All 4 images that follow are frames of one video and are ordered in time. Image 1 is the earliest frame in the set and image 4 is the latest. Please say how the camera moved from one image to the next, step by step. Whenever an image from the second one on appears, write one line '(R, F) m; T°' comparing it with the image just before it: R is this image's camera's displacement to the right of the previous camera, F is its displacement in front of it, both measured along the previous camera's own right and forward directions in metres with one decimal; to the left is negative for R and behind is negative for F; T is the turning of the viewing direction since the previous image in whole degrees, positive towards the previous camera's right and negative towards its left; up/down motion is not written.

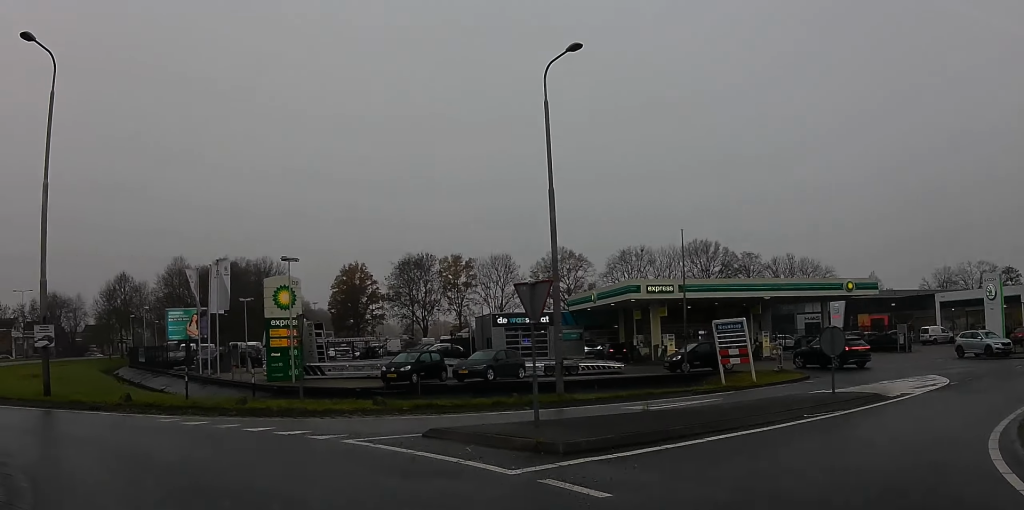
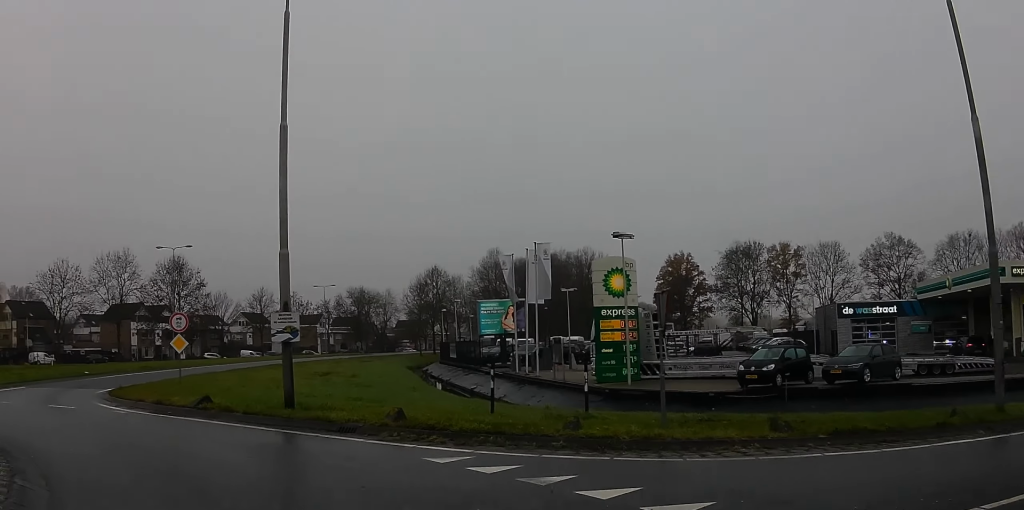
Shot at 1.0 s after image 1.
(-2.3, +5.5) m; -28°
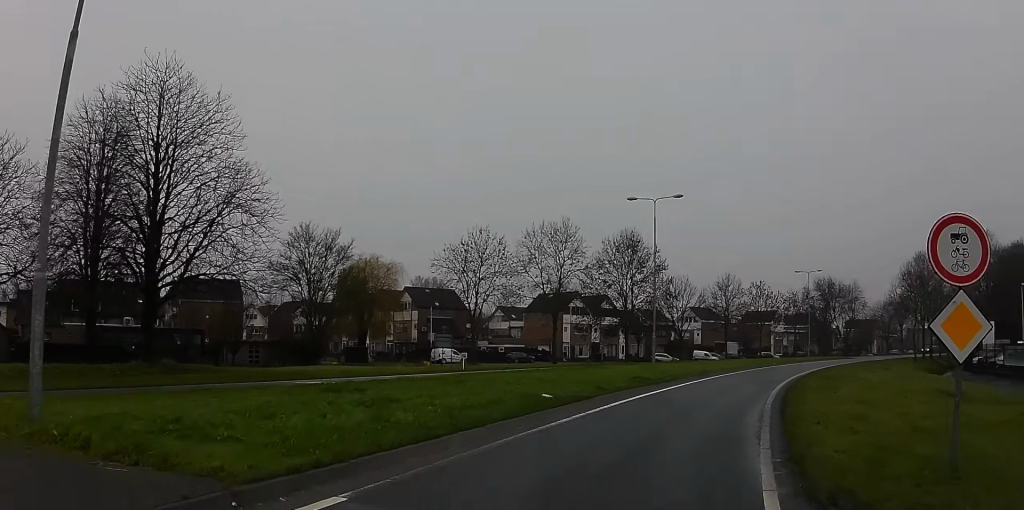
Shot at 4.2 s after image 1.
(-7.6, +21.2) m; -26°
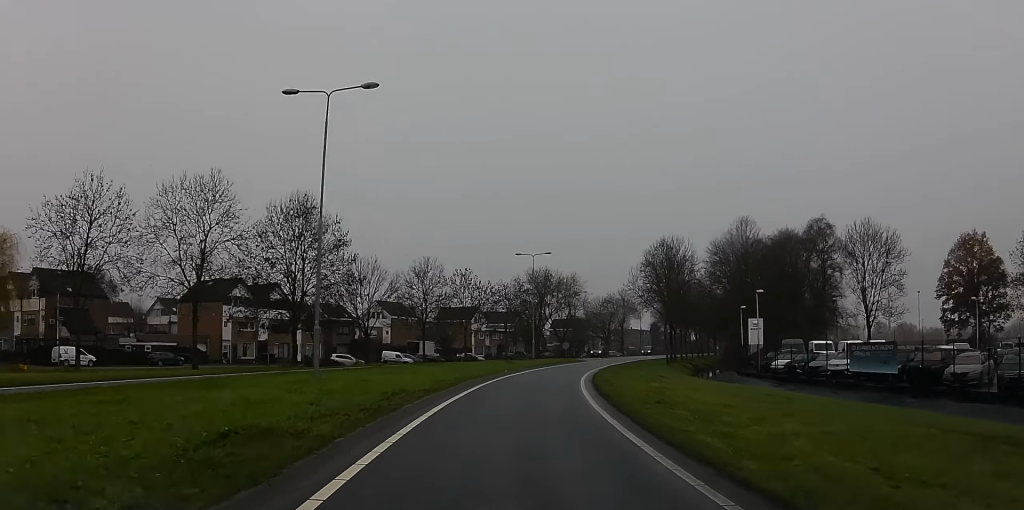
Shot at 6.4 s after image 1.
(+1.3, +19.7) m; +15°
